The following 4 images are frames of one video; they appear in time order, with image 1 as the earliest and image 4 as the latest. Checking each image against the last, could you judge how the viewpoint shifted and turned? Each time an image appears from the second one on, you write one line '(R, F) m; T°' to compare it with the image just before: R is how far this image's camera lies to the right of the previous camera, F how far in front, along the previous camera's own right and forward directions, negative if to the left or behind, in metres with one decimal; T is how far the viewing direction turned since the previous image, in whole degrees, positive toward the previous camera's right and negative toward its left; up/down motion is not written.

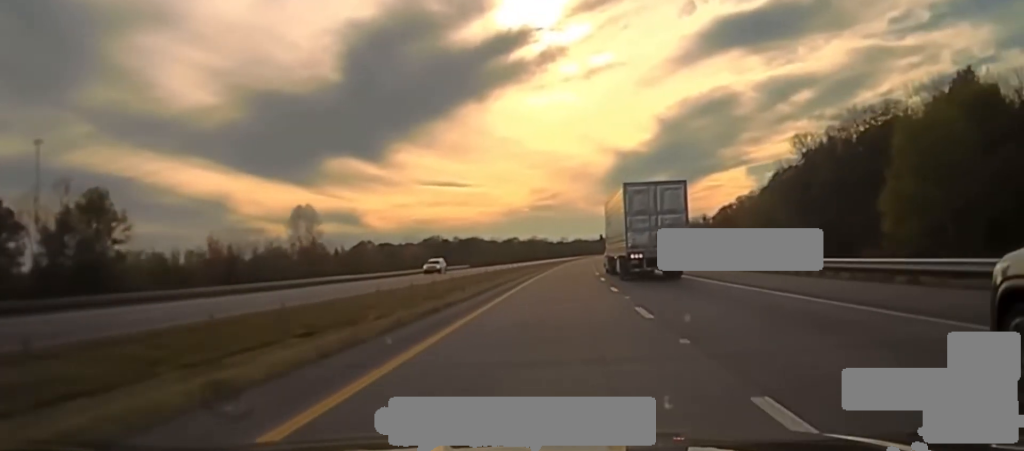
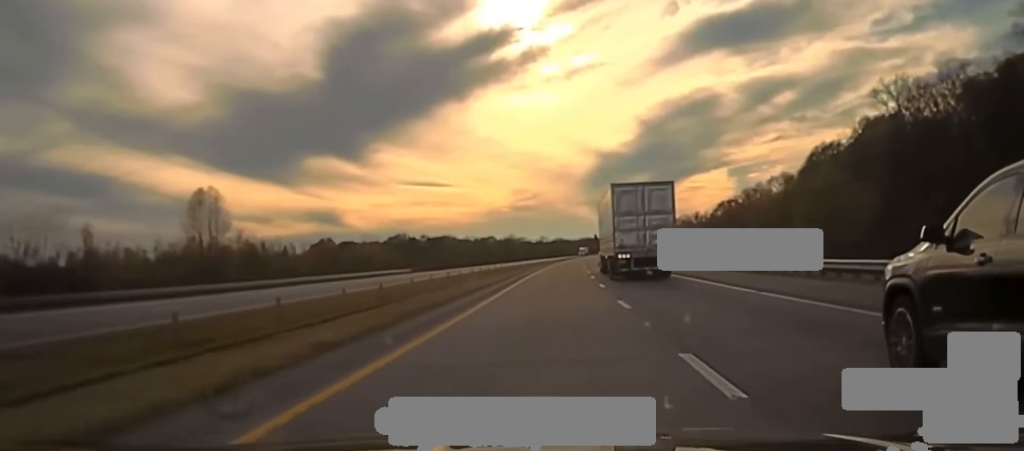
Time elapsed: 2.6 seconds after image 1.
(+1.2, +41.4) m; +3°
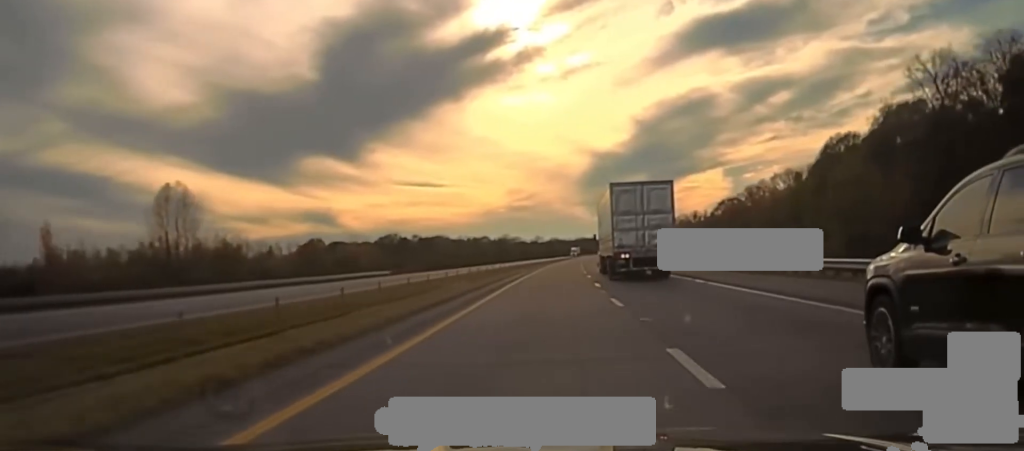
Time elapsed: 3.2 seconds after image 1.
(0.0, +11.8) m; 0°
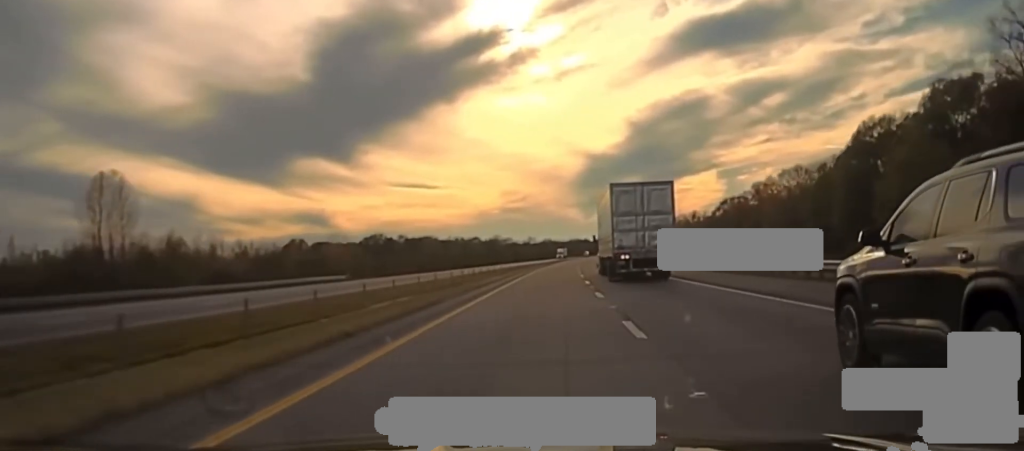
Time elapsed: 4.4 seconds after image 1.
(0.0, +20.6) m; 0°
